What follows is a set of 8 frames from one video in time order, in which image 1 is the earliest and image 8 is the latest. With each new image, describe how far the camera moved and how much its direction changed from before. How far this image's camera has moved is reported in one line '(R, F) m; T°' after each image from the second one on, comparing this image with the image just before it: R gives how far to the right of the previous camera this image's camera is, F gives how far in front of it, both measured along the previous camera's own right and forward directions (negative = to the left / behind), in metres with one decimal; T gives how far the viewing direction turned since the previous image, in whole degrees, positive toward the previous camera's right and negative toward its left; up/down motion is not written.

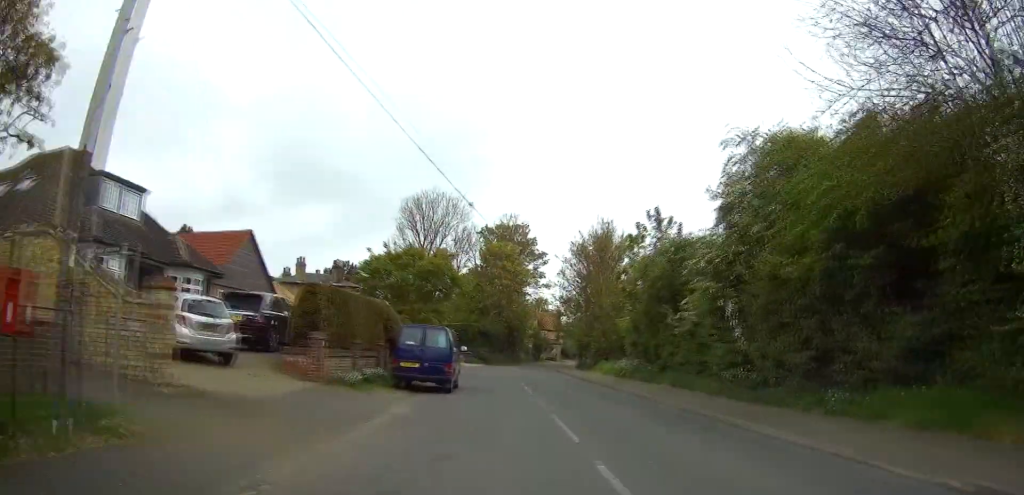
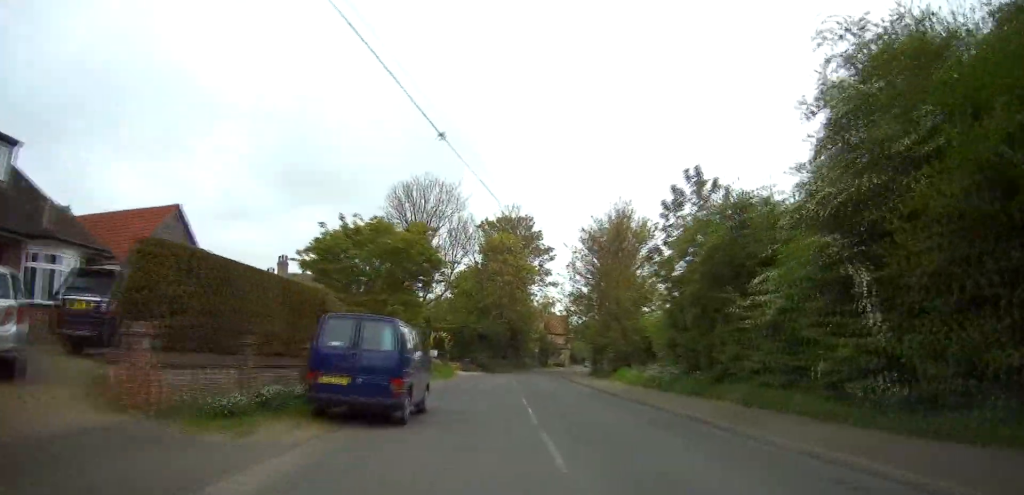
(0.0, +7.5) m; -1°
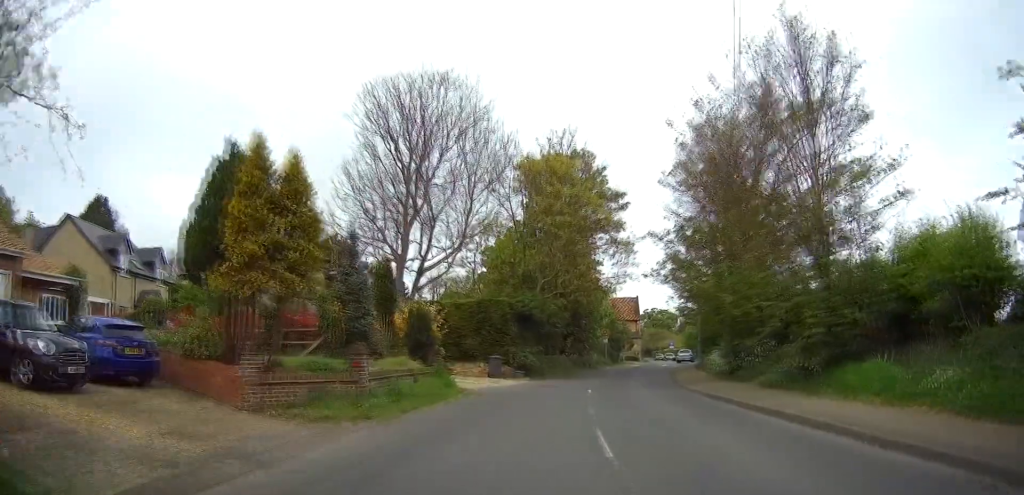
(-1.0, +22.9) m; -4°
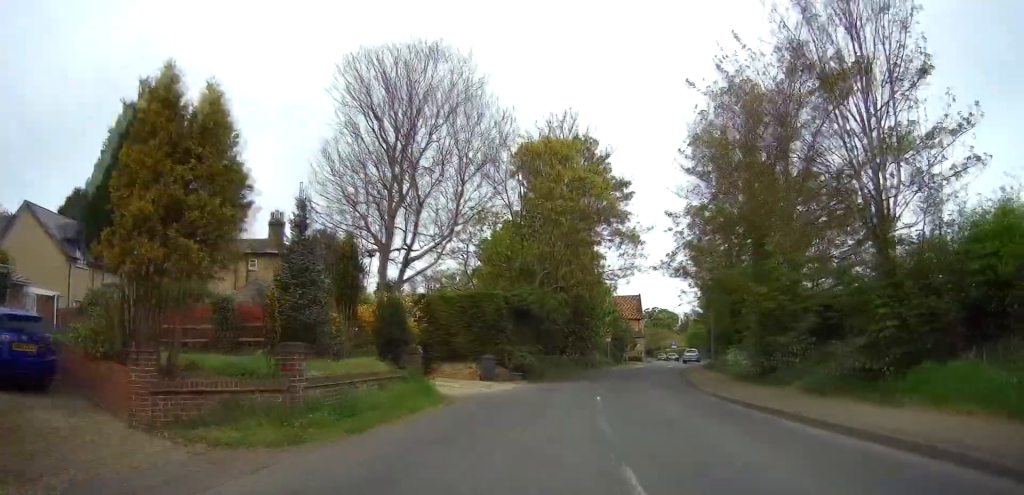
(0.0, +3.7) m; 0°
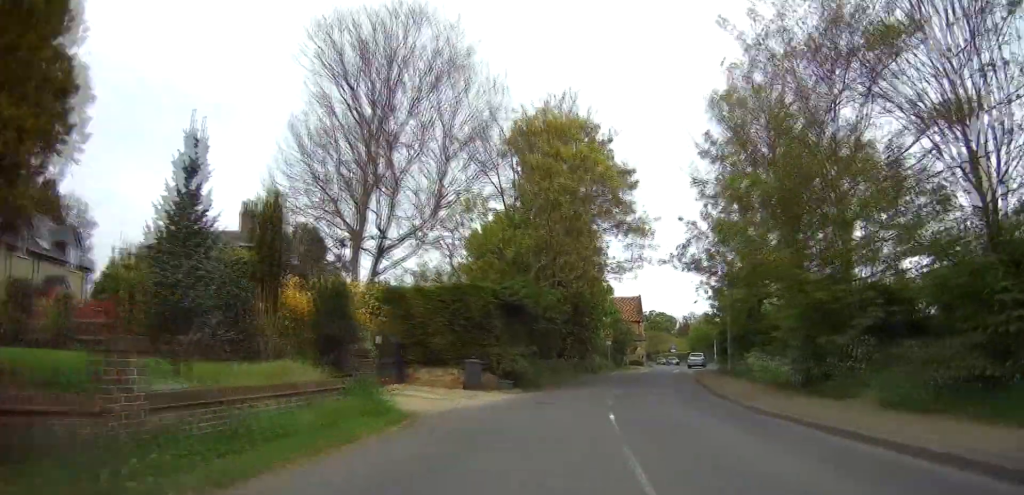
(0.0, +4.5) m; 0°
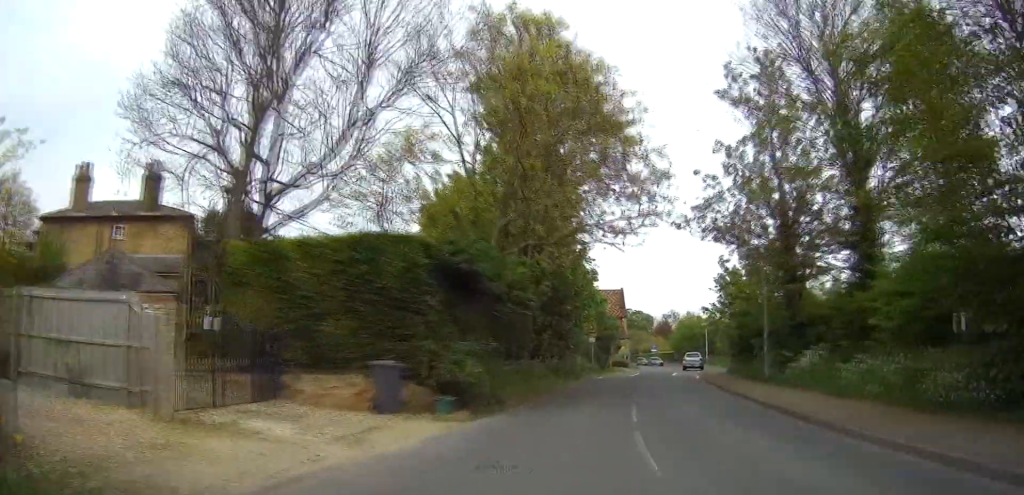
(+0.1, +9.9) m; +2°
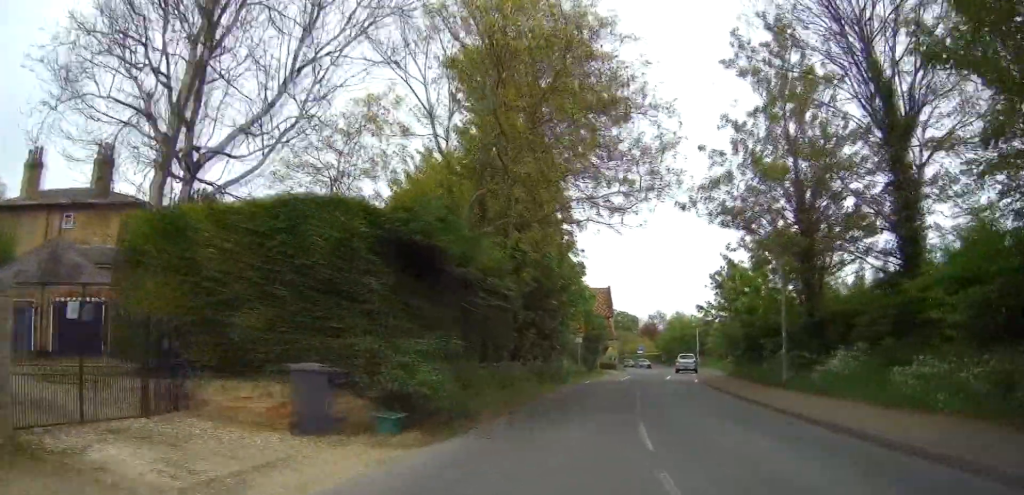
(-0.1, +3.7) m; +1°
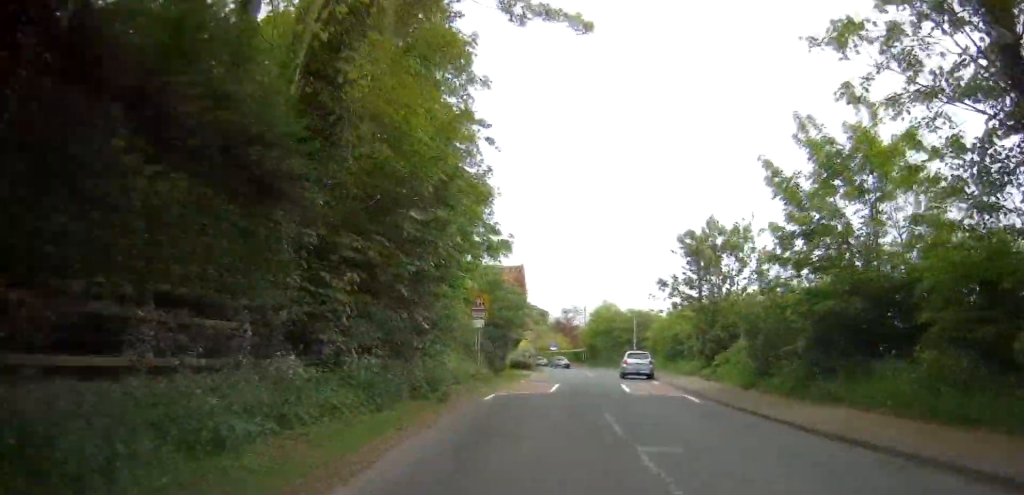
(+1.5, +16.6) m; +8°
